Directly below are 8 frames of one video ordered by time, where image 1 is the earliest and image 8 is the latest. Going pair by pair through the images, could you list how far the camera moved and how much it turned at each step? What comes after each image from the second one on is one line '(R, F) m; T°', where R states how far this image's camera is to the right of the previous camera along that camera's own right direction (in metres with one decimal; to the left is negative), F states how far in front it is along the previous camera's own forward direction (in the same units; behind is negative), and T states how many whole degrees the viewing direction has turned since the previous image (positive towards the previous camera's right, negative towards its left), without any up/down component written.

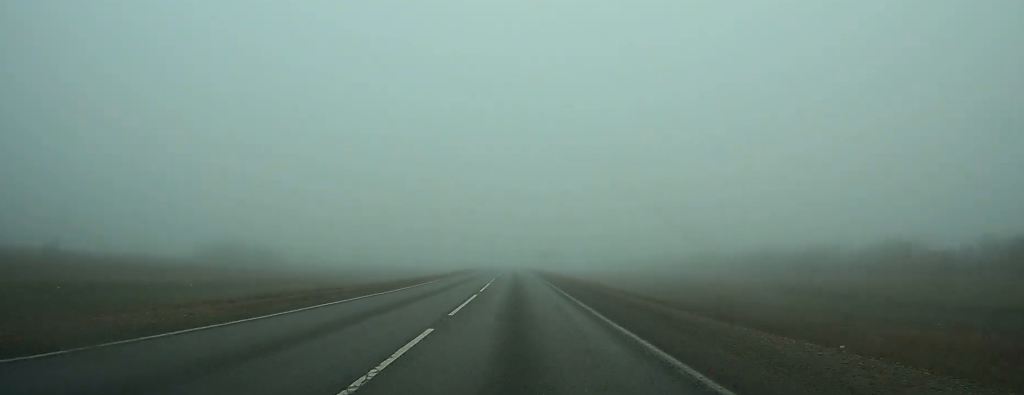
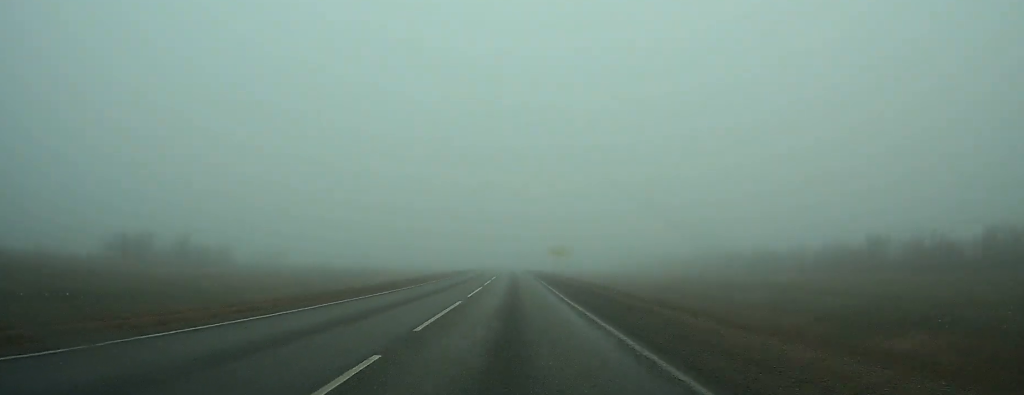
(-0.1, +39.5) m; -1°
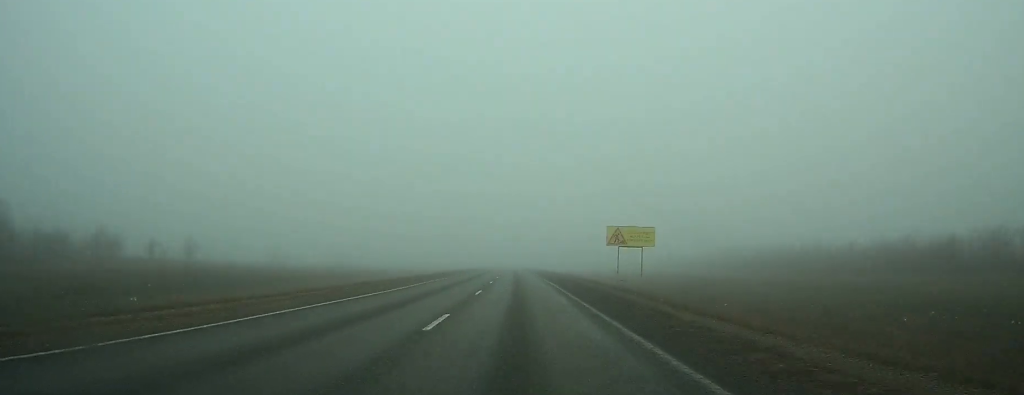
(-0.5, +56.3) m; -1°
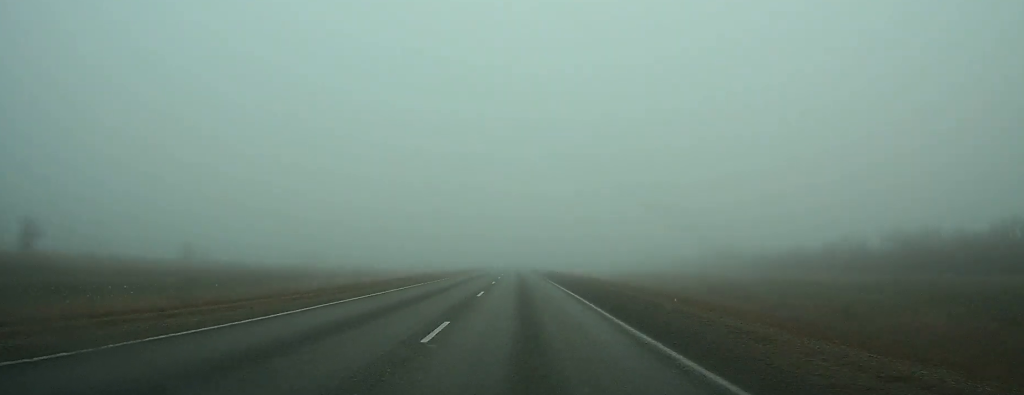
(-0.4, +51.8) m; -1°
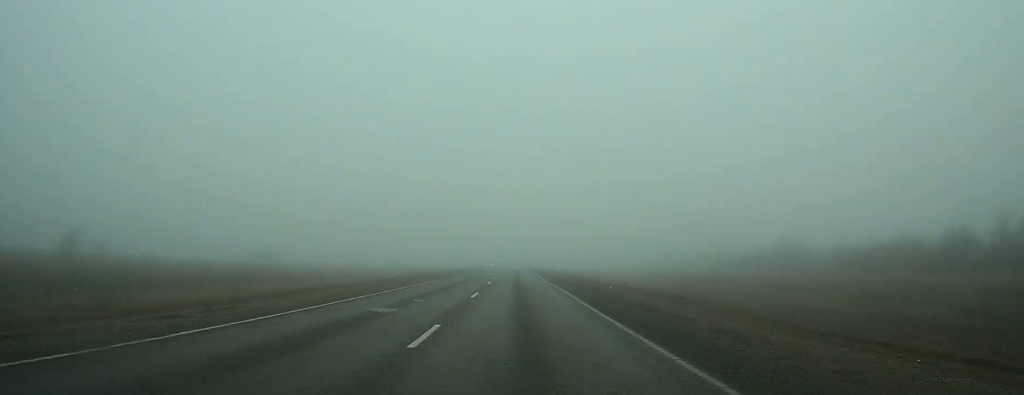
(-0.1, +35.7) m; 0°
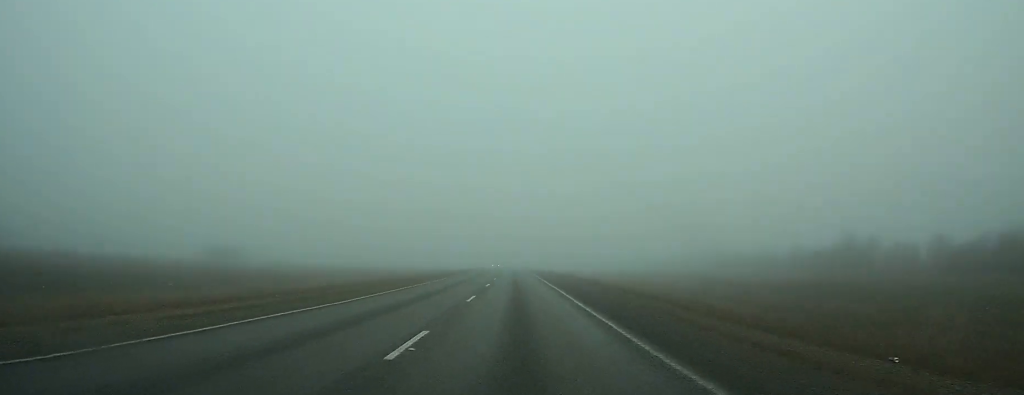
(0.0, +24.4) m; 0°
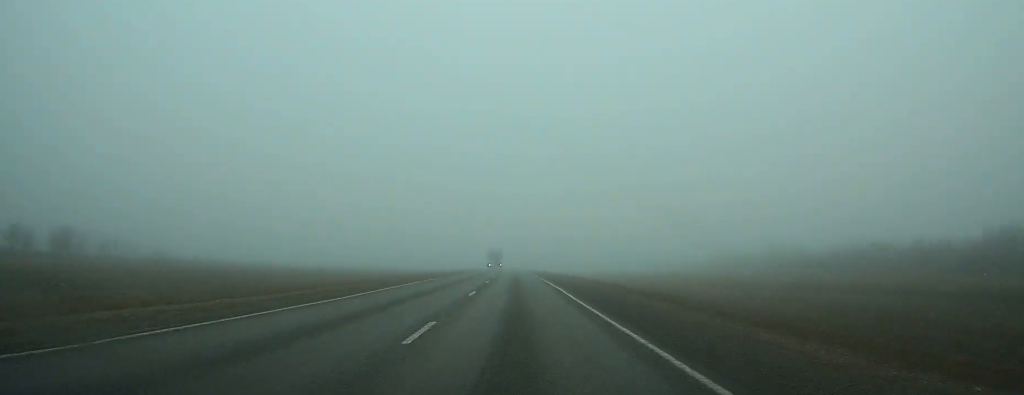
(-0.3, +58.8) m; -1°
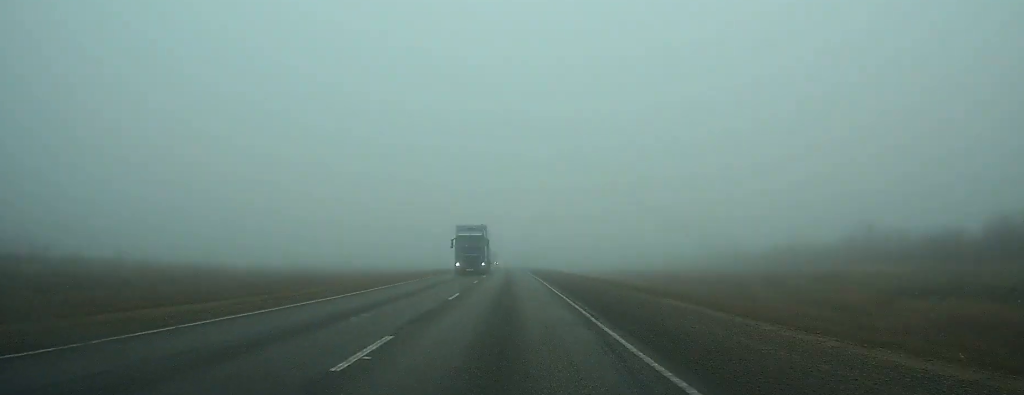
(-0.1, +40.2) m; 0°
